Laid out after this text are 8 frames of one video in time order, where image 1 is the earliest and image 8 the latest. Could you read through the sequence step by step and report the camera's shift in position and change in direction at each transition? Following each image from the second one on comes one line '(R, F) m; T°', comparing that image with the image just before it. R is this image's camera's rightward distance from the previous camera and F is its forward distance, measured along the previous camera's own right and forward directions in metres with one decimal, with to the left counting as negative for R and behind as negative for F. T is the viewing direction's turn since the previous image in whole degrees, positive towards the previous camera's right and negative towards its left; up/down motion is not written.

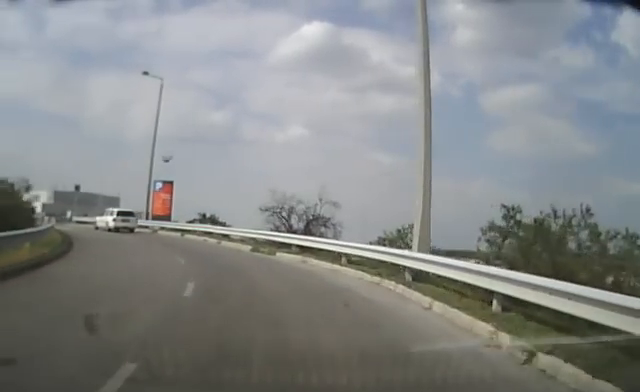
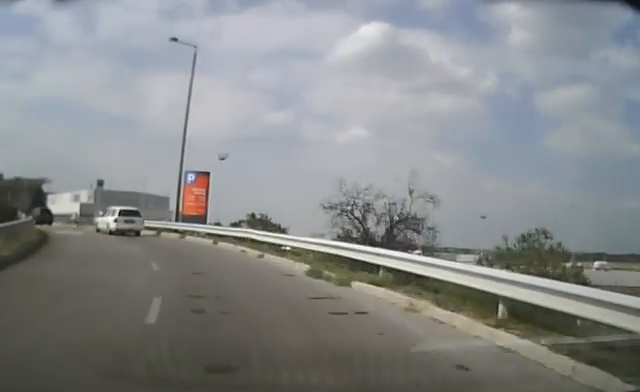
(-0.4, +8.8) m; -8°
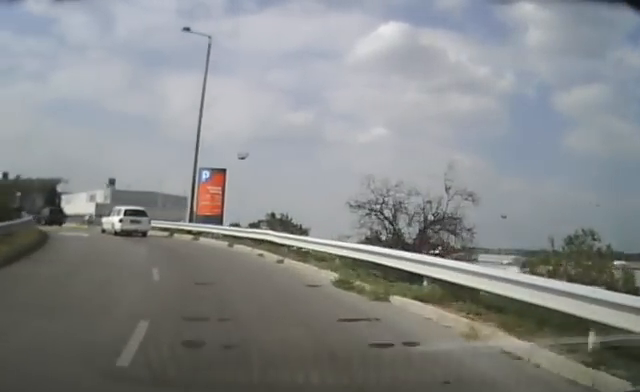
(-0.1, +2.0) m; -2°
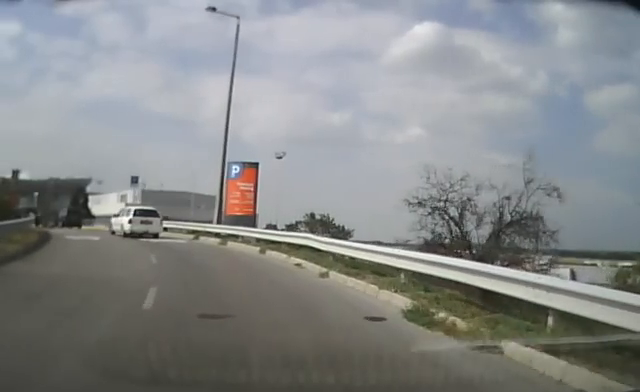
(-0.2, +3.9) m; -4°
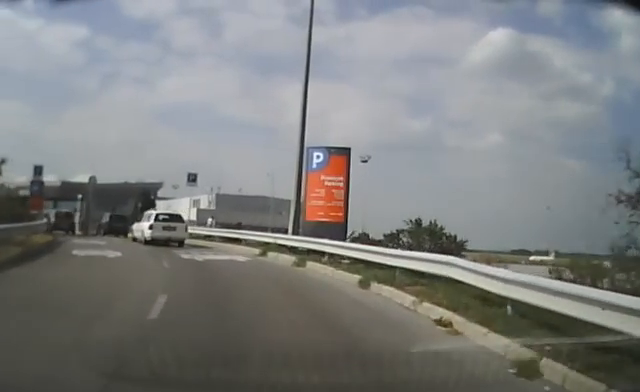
(-0.2, +7.4) m; -6°
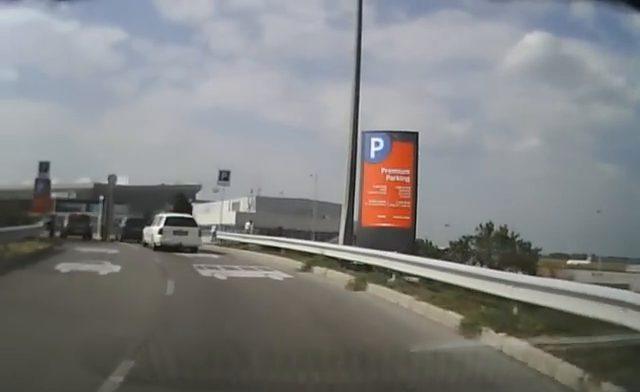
(-0.3, +3.8) m; -6°
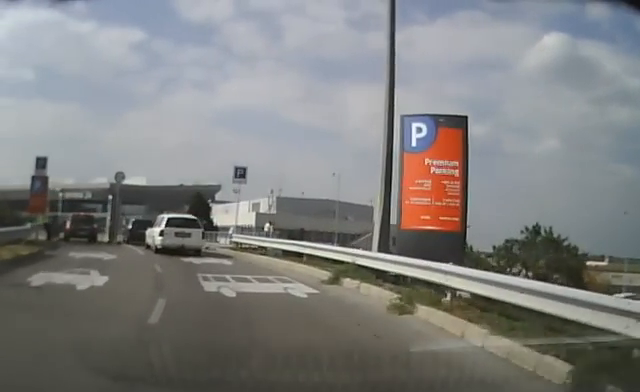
(-0.1, +2.4) m; -3°
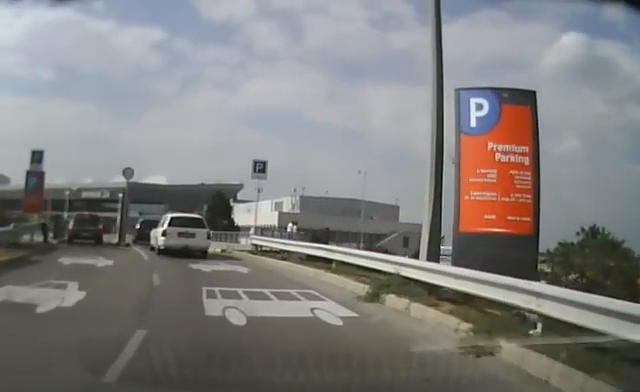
(0.0, +2.8) m; -2°
